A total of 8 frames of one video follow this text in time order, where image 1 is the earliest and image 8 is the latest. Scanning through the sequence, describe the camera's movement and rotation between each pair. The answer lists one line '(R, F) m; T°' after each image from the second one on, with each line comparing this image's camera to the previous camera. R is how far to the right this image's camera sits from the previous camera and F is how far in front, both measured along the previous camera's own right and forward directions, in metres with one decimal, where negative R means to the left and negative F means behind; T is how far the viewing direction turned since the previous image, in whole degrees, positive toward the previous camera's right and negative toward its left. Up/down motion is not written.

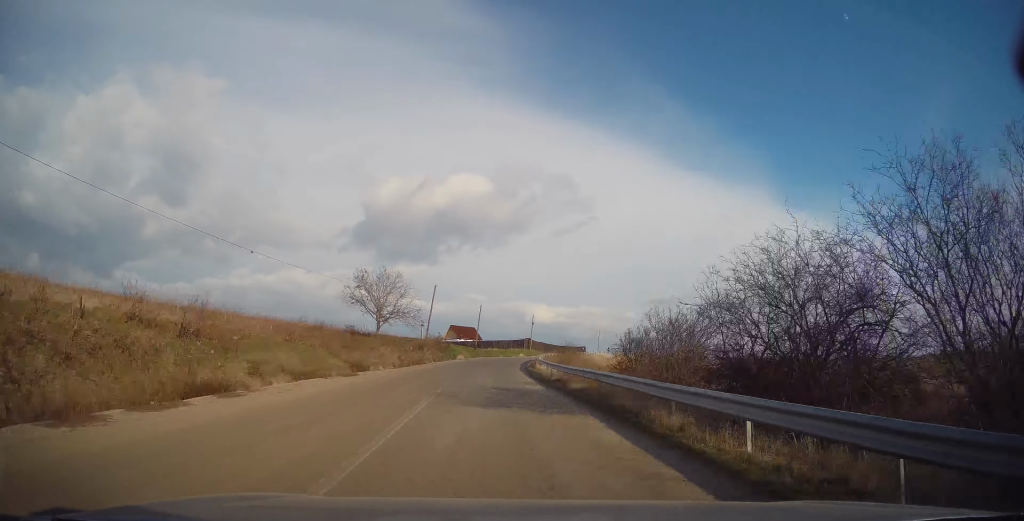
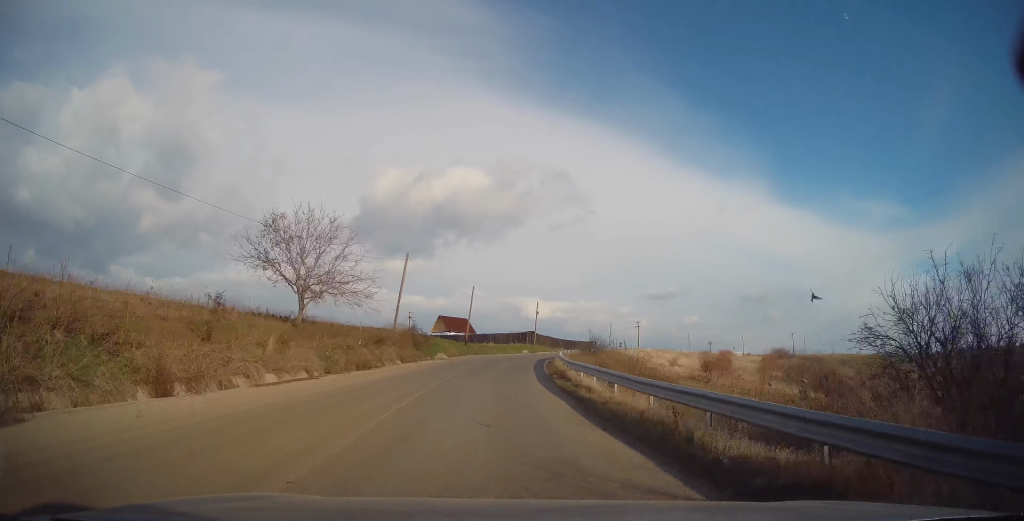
(-0.4, +16.7) m; 0°
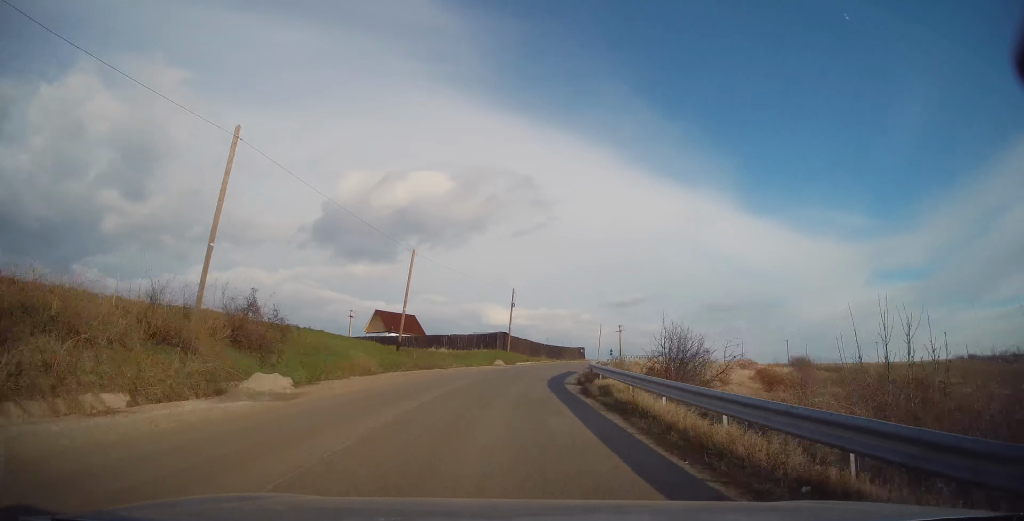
(+0.6, +24.7) m; +5°
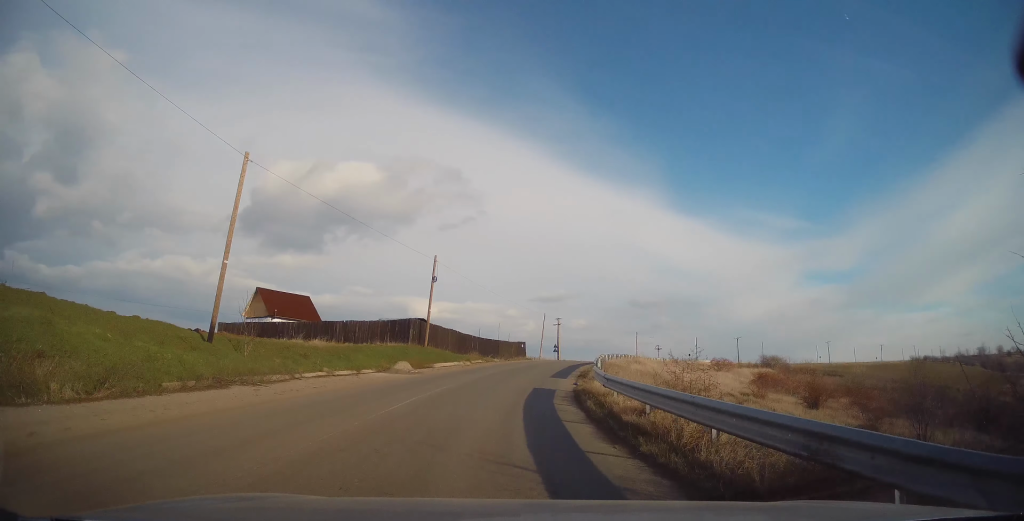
(+0.8, +16.6) m; +7°
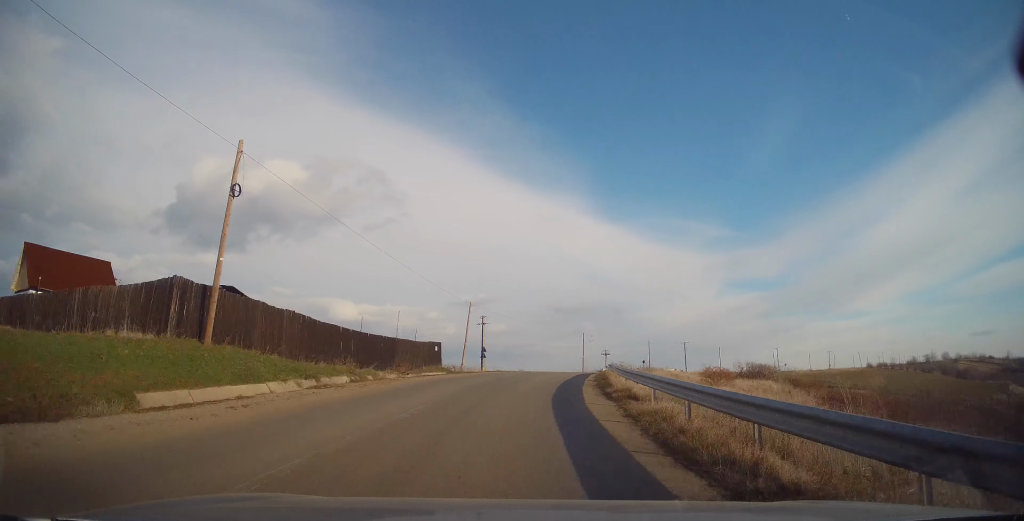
(+1.8, +20.9) m; +8°
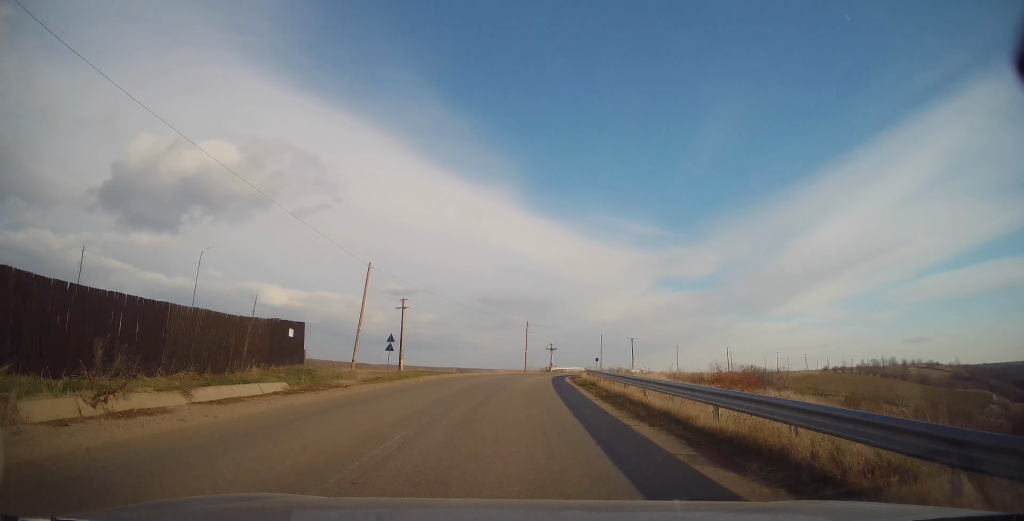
(+1.0, +18.0) m; +6°
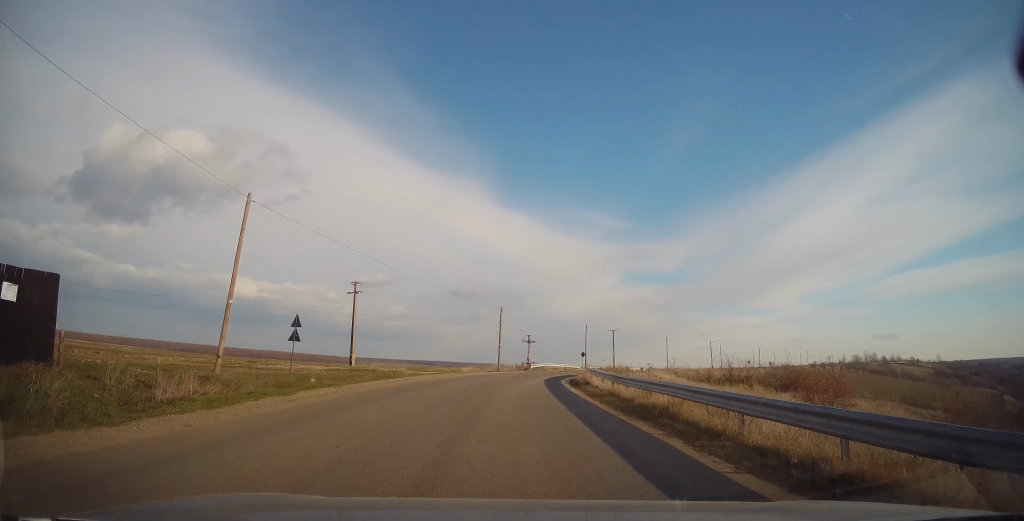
(+0.4, +12.7) m; +4°
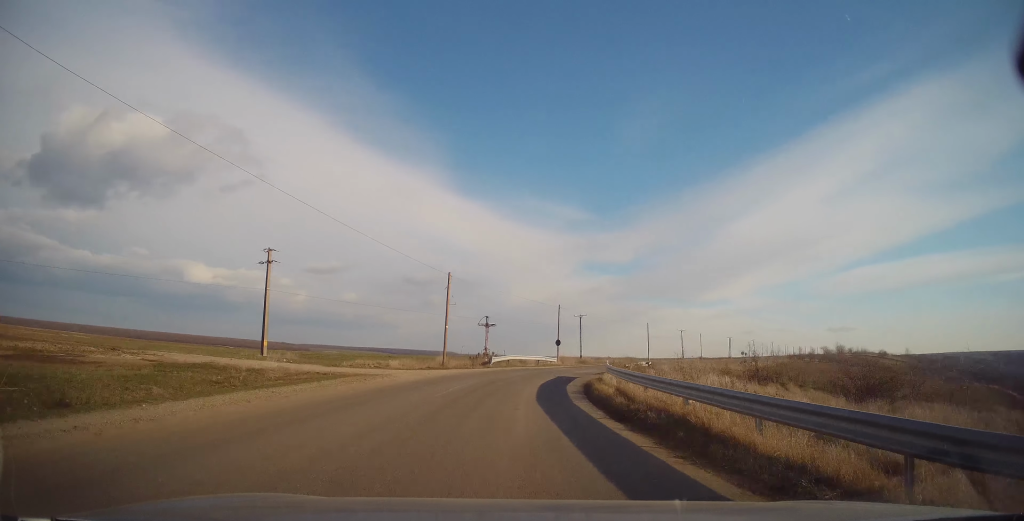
(+0.6, +16.5) m; +7°
